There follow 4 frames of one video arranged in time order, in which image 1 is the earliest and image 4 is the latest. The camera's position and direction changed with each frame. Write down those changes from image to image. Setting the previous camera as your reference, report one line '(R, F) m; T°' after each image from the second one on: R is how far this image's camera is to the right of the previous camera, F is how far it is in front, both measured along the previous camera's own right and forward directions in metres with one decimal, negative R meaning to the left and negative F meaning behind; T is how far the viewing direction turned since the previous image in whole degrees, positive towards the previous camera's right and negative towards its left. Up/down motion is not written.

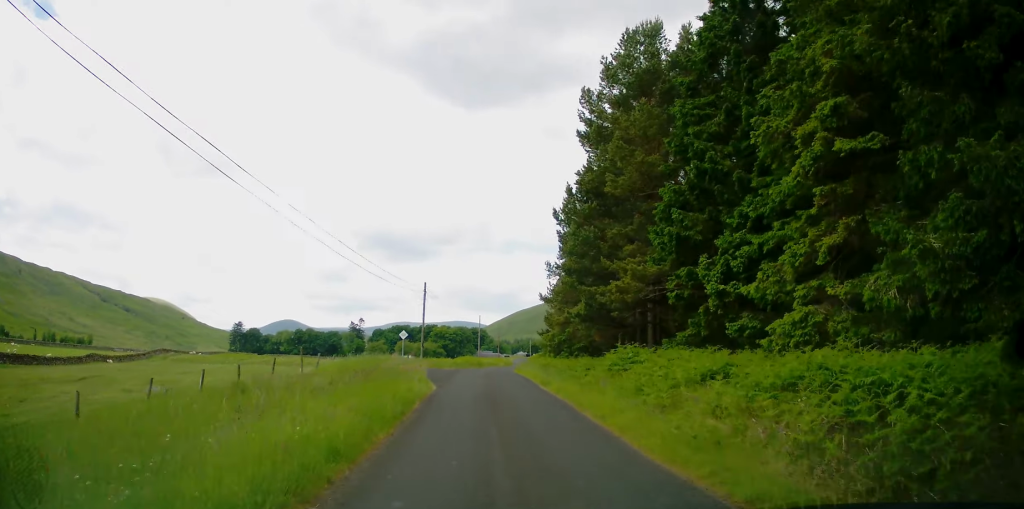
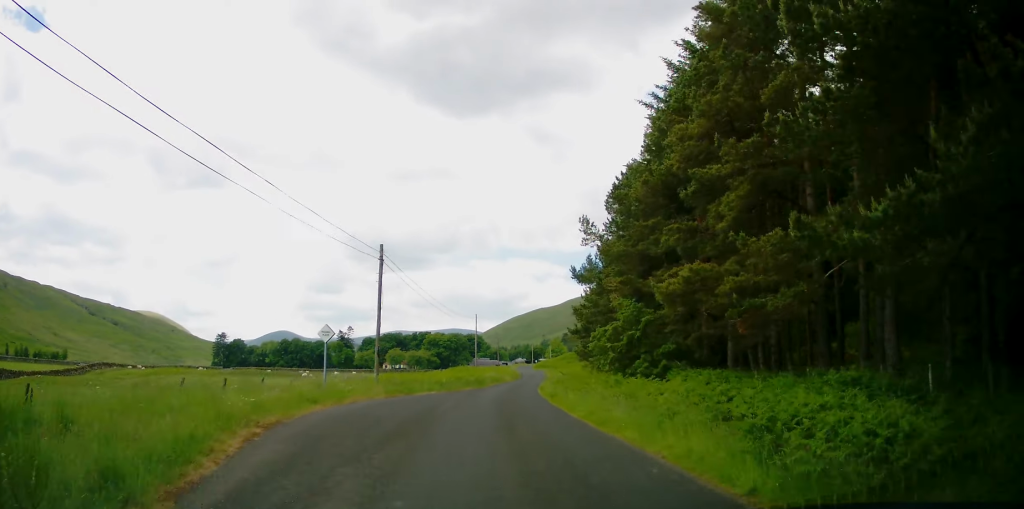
(0.0, +22.6) m; +2°
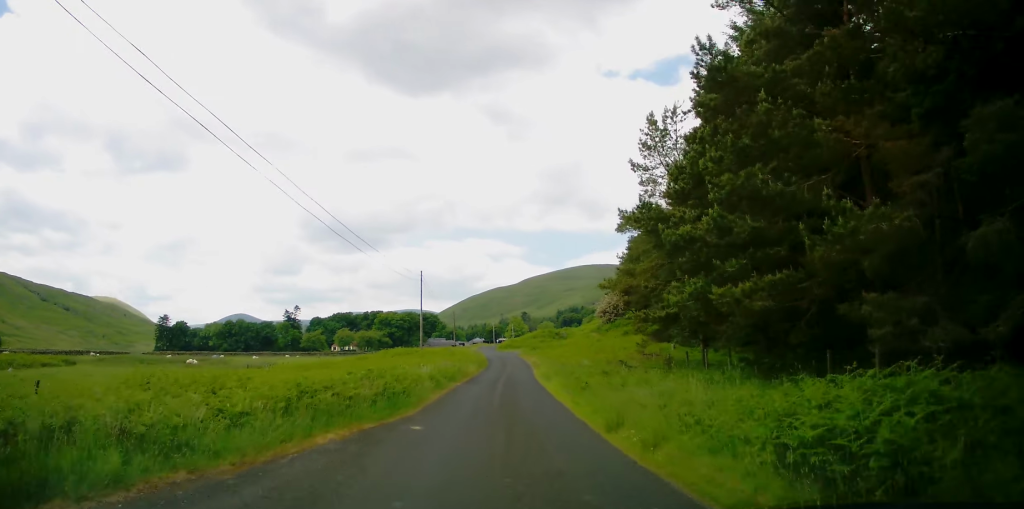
(+0.7, +25.5) m; +2°
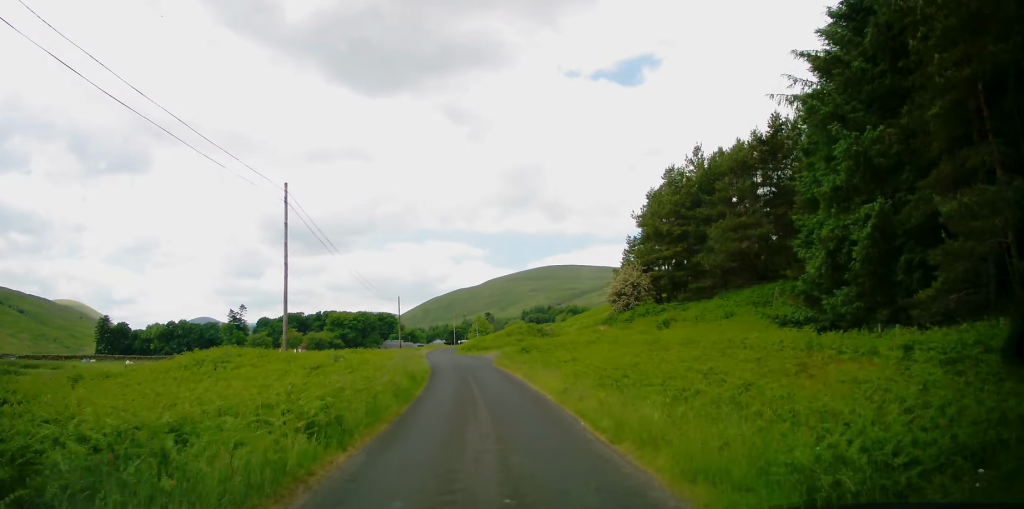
(+1.2, +30.0) m; +3°
